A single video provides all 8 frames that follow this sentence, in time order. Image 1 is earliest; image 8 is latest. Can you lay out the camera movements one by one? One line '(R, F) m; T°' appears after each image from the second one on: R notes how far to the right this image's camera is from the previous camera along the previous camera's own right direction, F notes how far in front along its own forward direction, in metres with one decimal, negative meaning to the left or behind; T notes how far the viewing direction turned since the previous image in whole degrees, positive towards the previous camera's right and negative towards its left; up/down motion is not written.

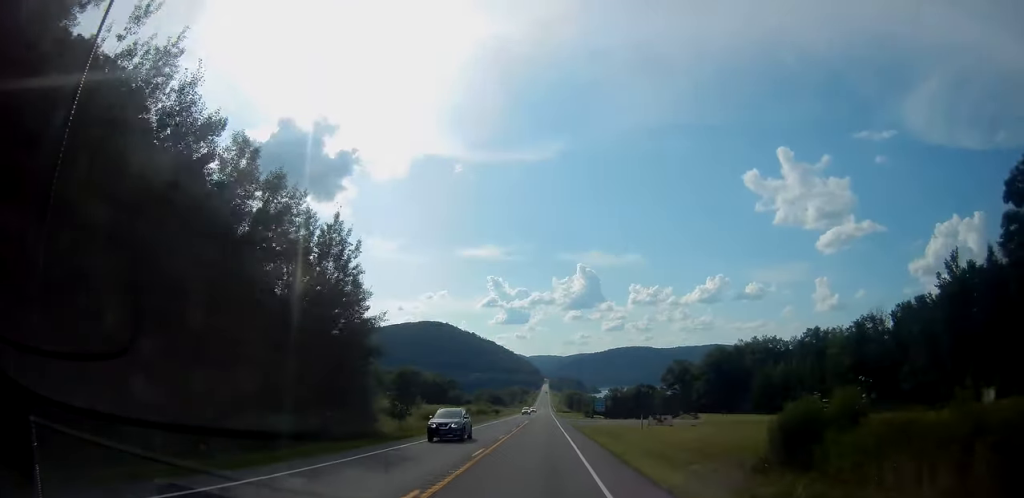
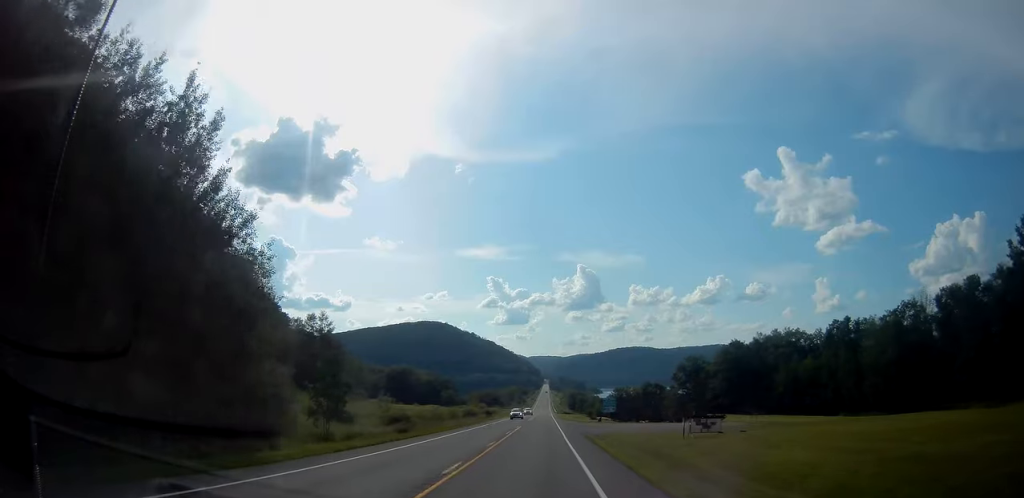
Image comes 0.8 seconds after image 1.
(+0.2, +18.3) m; +1°
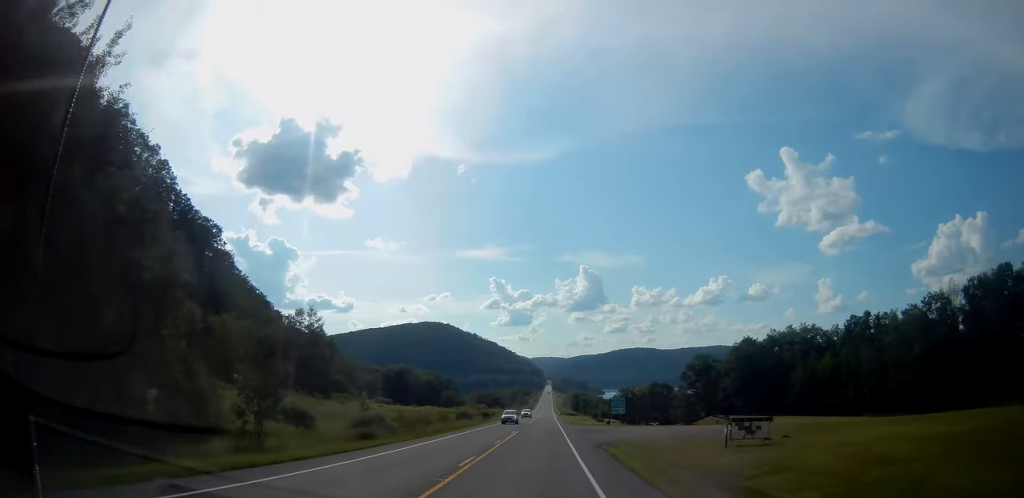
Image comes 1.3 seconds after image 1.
(0.0, +9.2) m; 0°
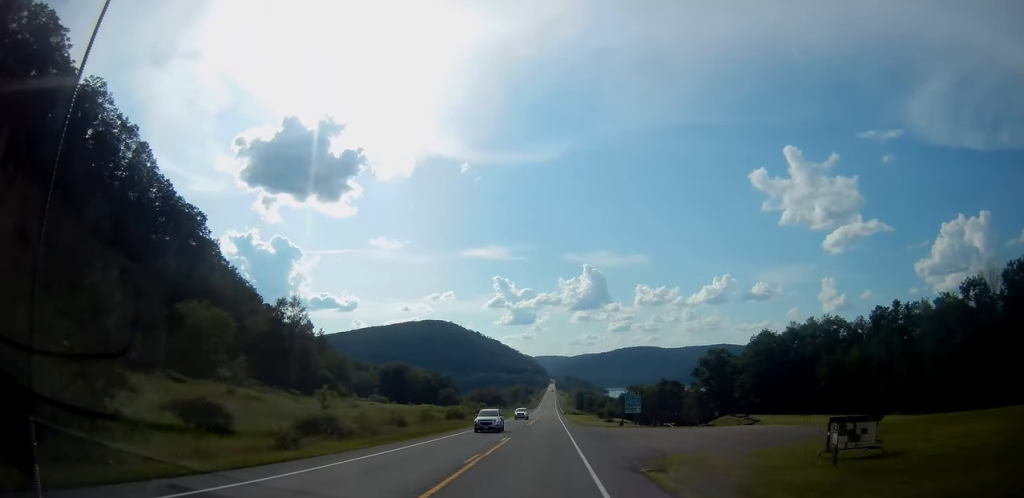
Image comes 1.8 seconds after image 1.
(+0.1, +11.8) m; -1°
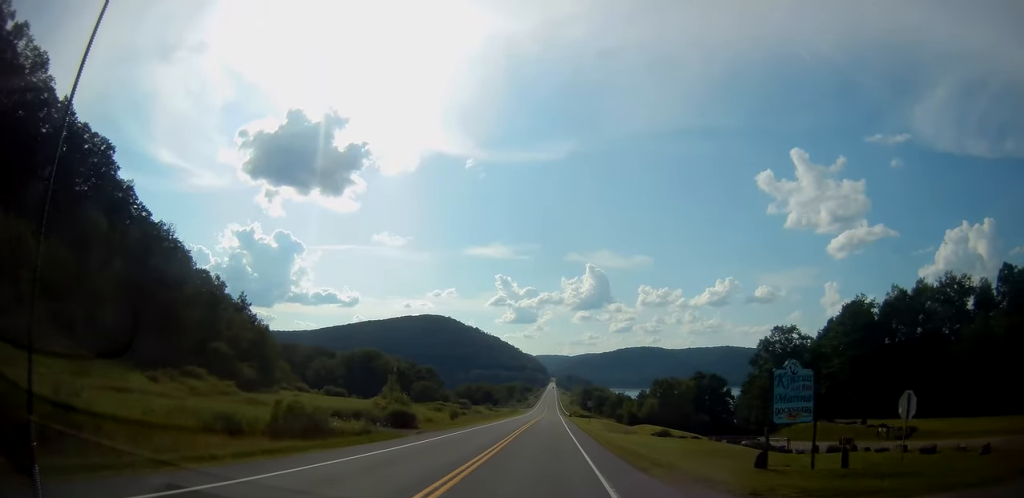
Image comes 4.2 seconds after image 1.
(-0.9, +48.1) m; 0°
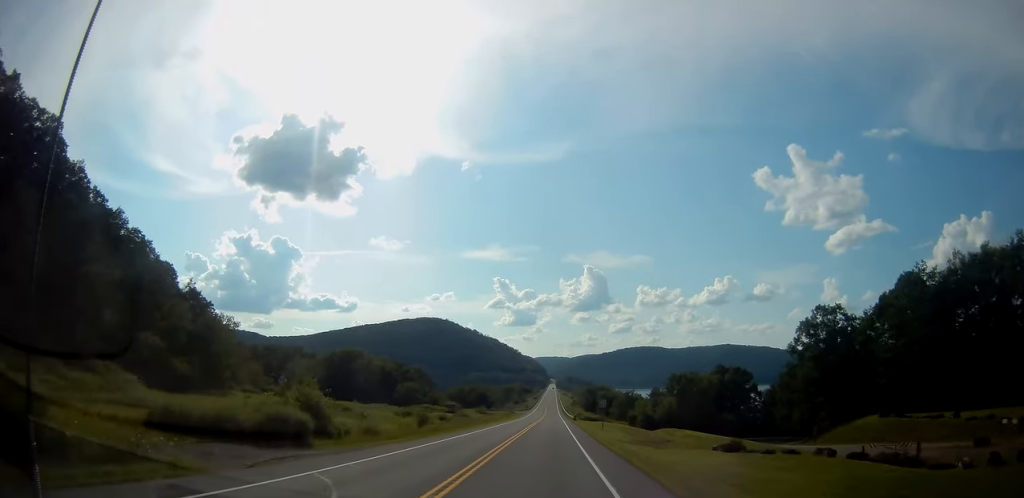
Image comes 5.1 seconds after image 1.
(+0.3, +20.3) m; +1°
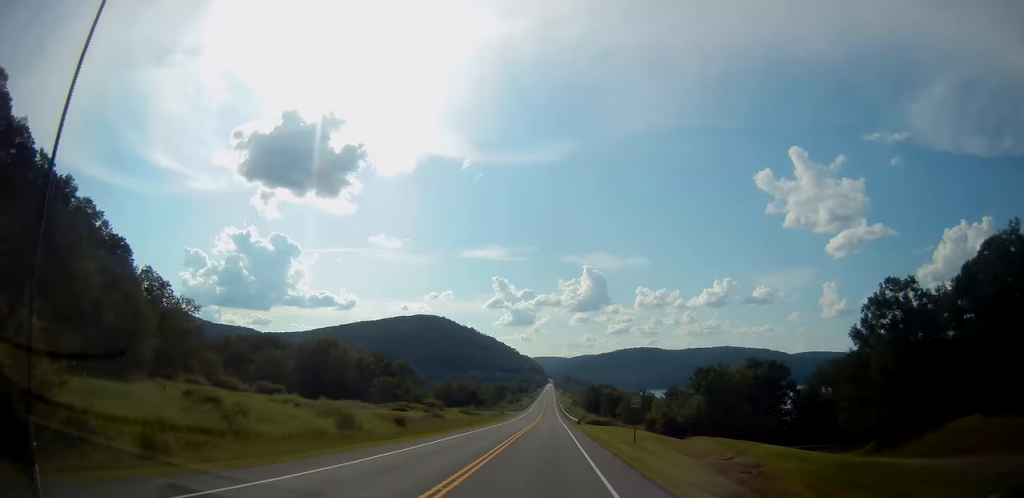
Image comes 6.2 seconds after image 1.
(-0.1, +23.4) m; 0°
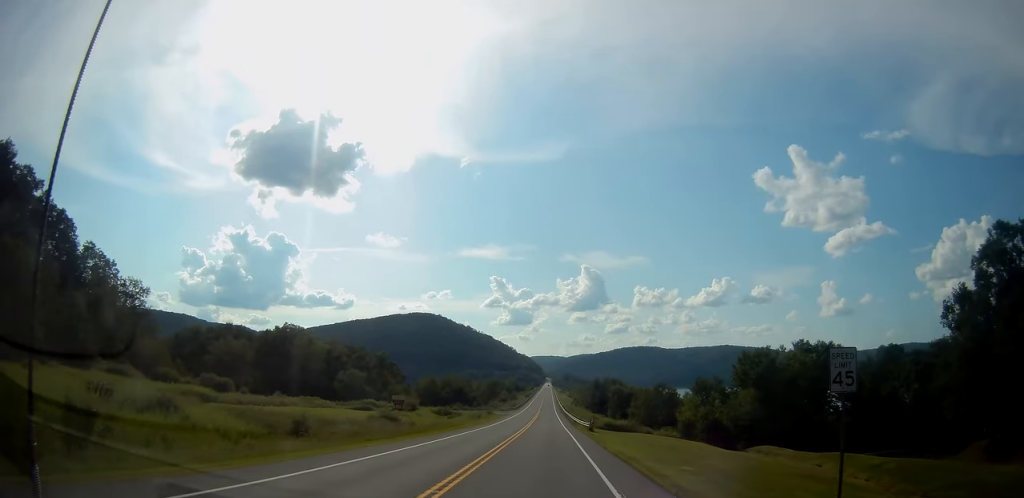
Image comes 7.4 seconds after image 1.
(0.0, +25.1) m; 0°
